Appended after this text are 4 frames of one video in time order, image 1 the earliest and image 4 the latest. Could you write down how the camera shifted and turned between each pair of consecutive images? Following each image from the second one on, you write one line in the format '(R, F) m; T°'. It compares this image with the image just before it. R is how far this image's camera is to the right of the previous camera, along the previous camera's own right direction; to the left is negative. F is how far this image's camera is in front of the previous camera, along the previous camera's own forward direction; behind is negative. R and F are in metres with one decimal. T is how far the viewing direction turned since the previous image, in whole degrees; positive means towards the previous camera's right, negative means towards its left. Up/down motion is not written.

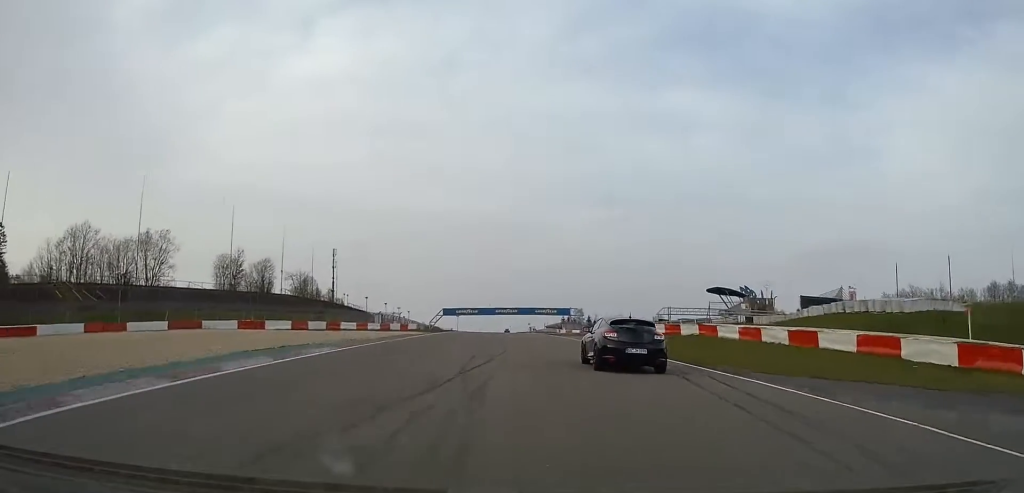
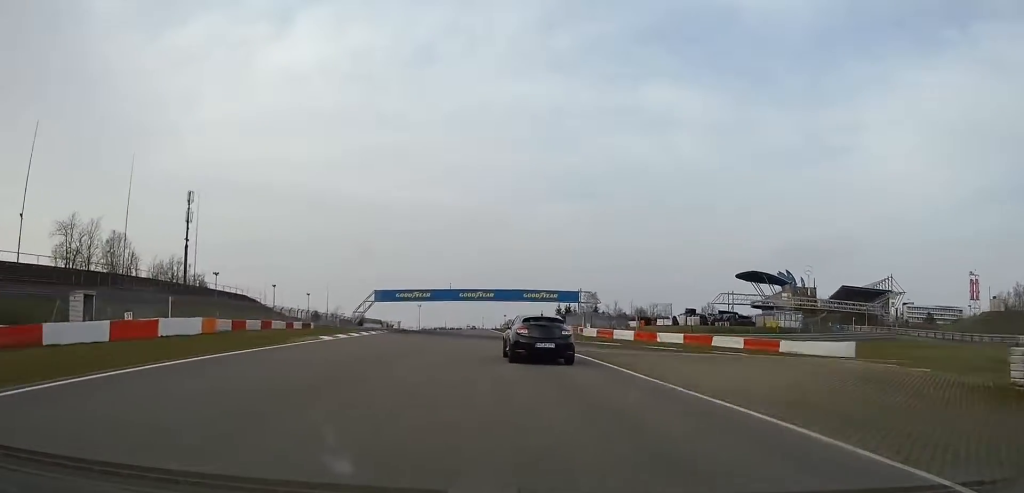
(+4.3, +79.9) m; +2°
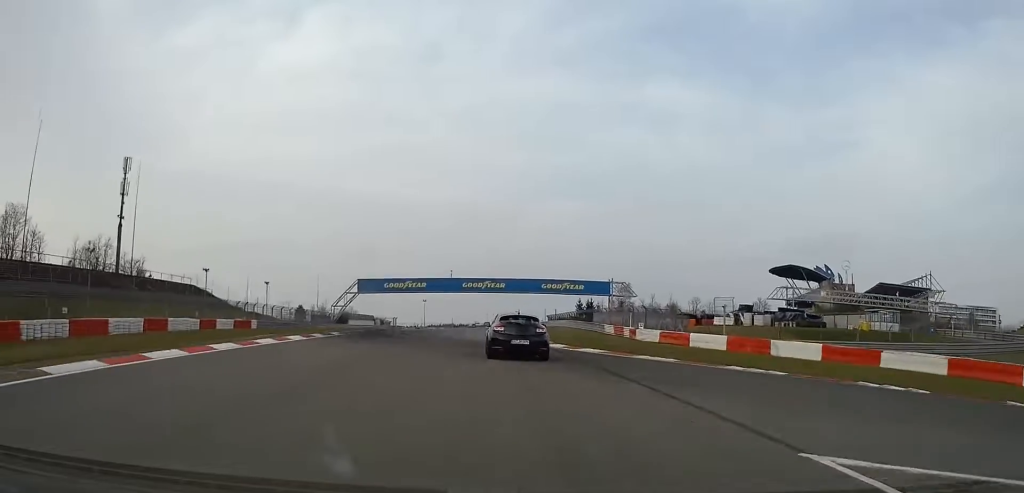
(-0.2, +24.8) m; -1°
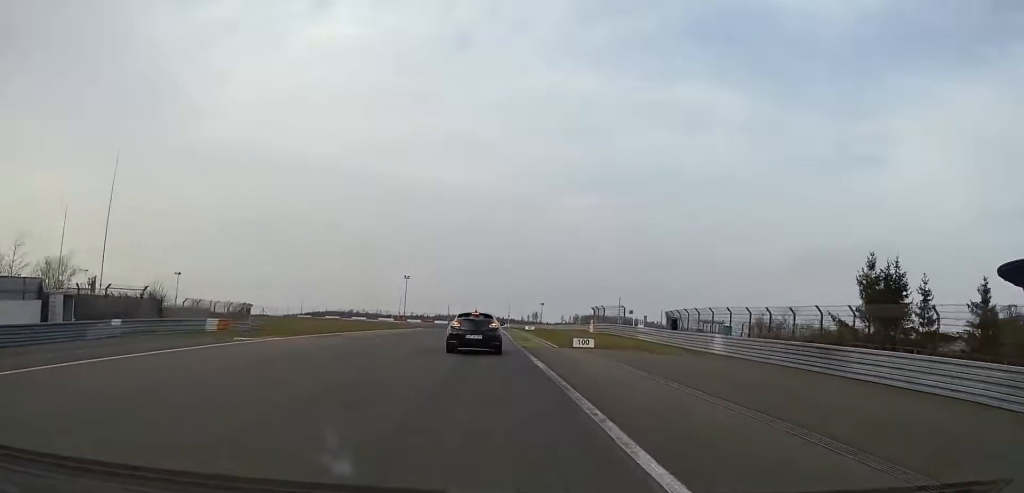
(-3.6, +122.6) m; -3°
